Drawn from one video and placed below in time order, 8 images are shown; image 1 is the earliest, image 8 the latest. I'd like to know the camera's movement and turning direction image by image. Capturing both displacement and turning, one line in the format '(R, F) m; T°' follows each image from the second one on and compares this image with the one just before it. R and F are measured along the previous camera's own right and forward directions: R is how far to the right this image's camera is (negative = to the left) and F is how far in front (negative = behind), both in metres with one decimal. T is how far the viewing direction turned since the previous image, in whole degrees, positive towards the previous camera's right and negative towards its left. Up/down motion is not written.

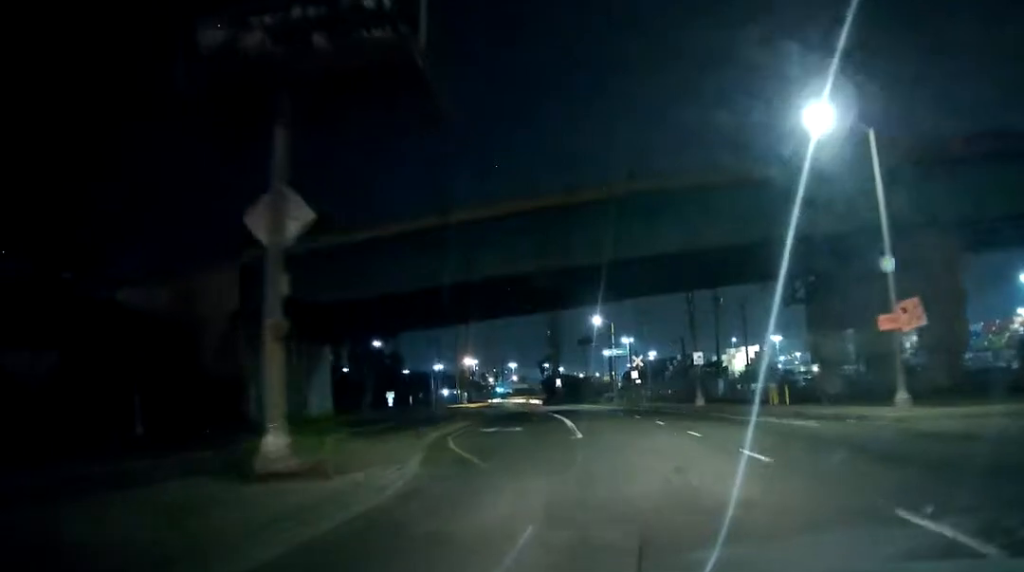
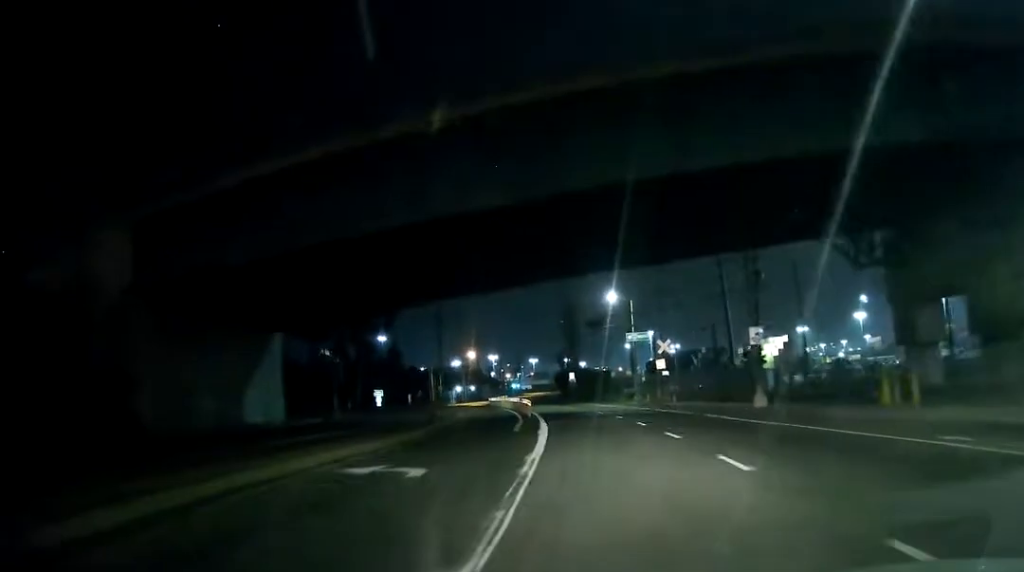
(+0.4, +15.4) m; -1°
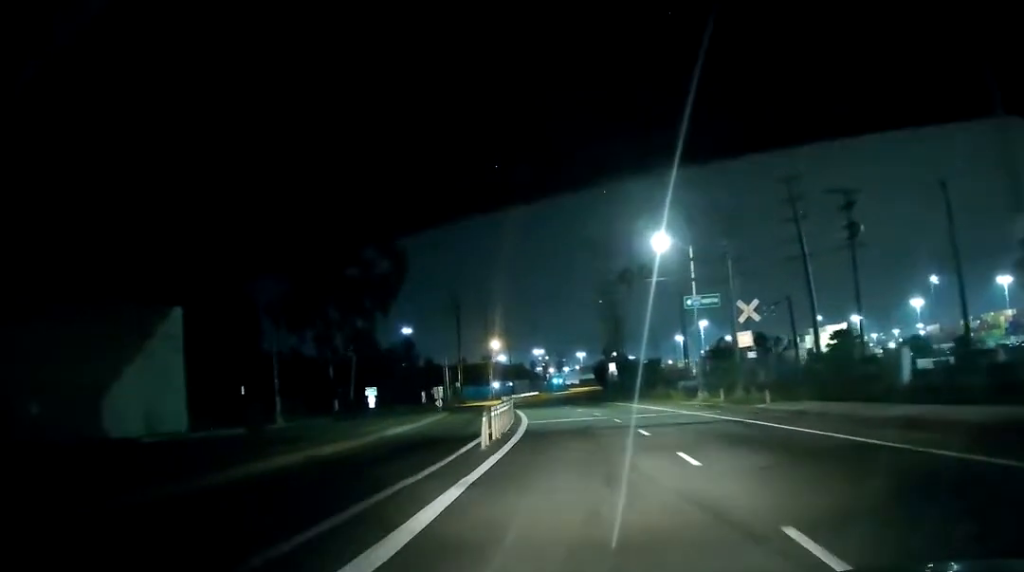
(-1.0, +21.4) m; -1°
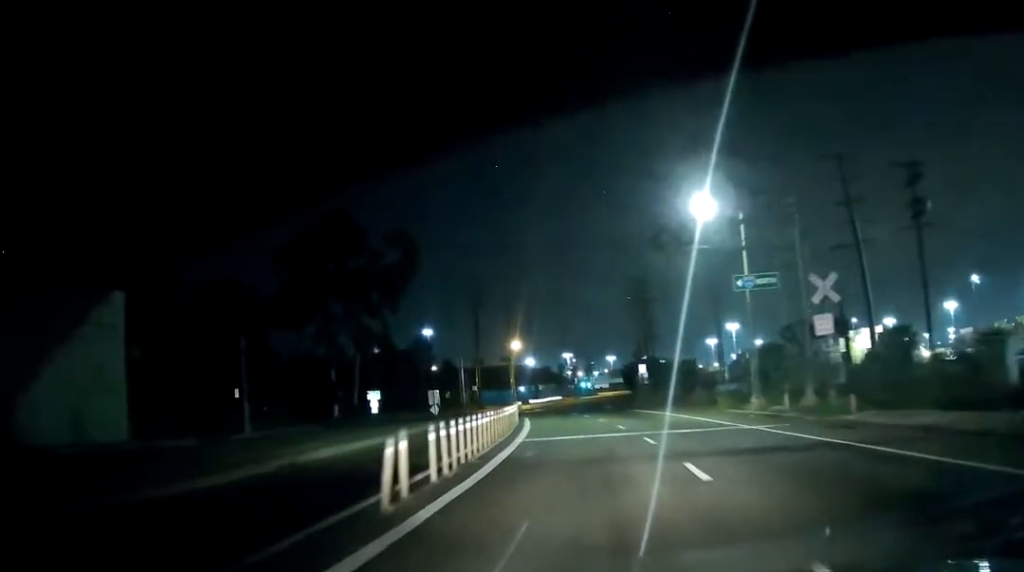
(0.0, +9.0) m; -3°
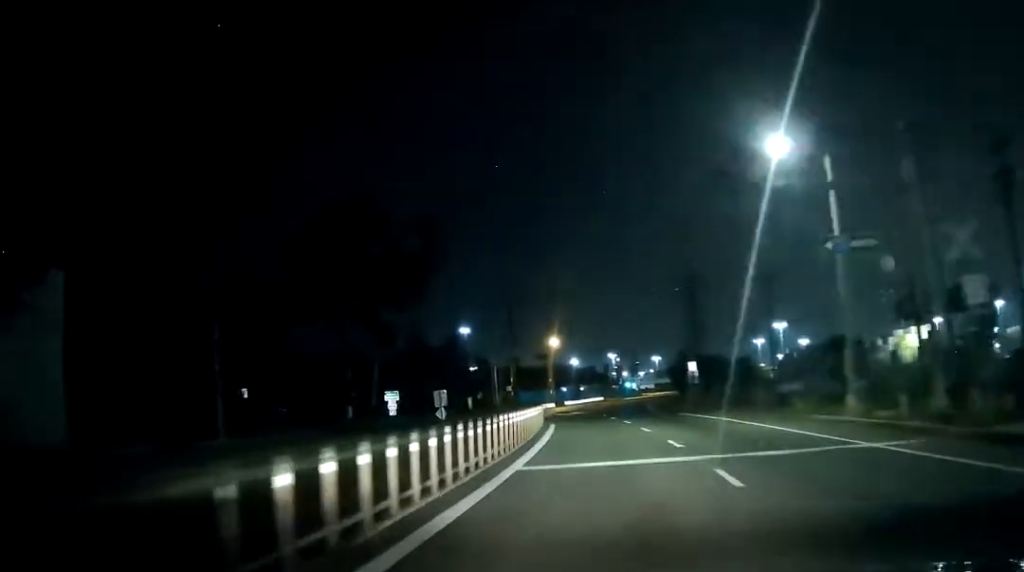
(-0.4, +8.0) m; -4°
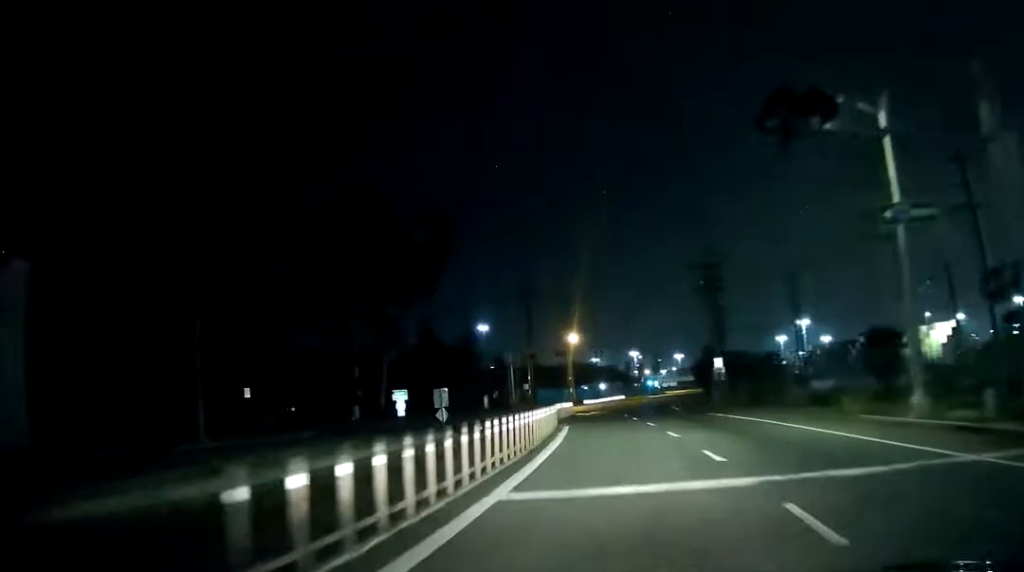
(-0.1, +4.0) m; -2°
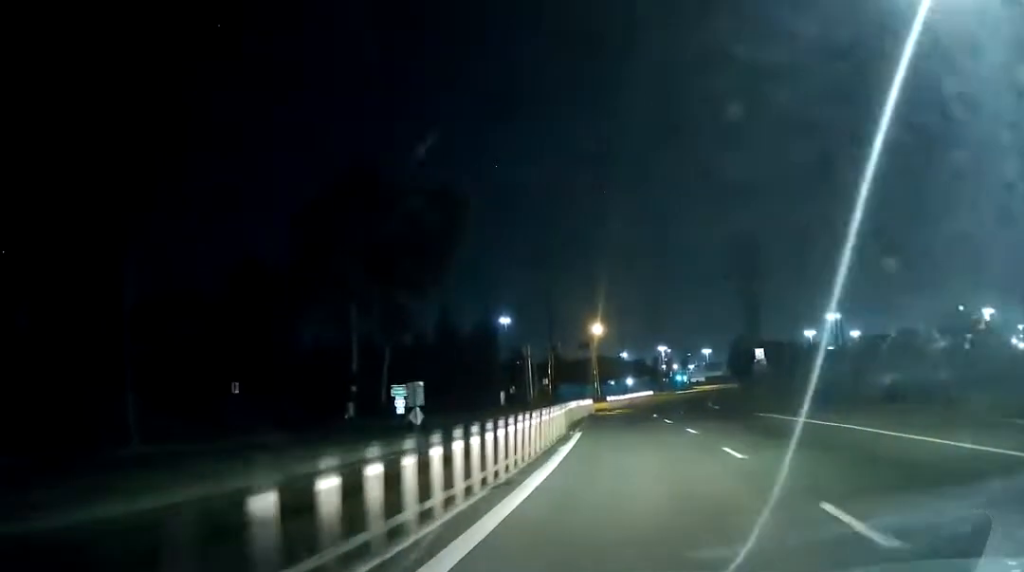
(-0.1, +7.5) m; 0°
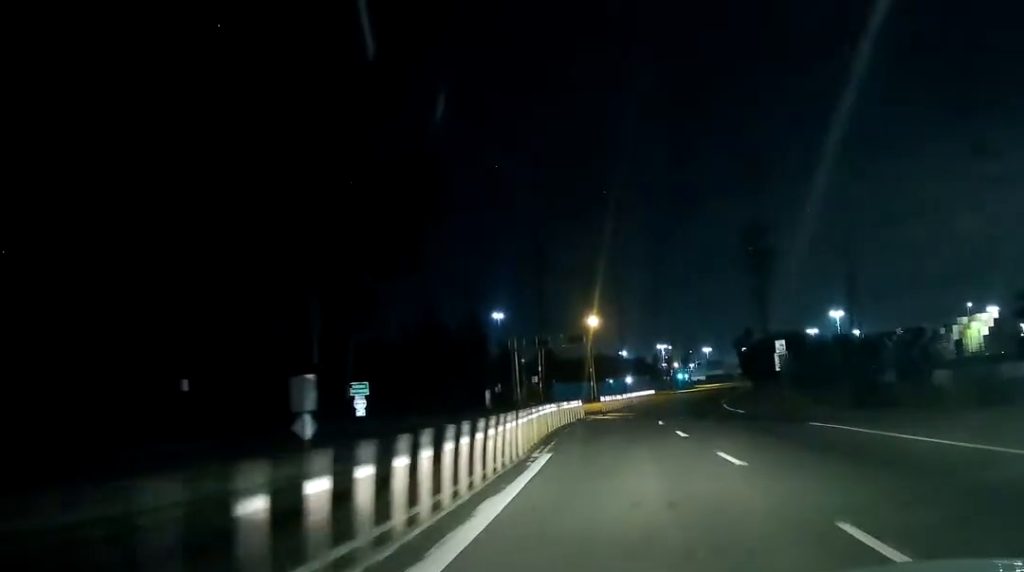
(0.0, +7.8) m; -2°
